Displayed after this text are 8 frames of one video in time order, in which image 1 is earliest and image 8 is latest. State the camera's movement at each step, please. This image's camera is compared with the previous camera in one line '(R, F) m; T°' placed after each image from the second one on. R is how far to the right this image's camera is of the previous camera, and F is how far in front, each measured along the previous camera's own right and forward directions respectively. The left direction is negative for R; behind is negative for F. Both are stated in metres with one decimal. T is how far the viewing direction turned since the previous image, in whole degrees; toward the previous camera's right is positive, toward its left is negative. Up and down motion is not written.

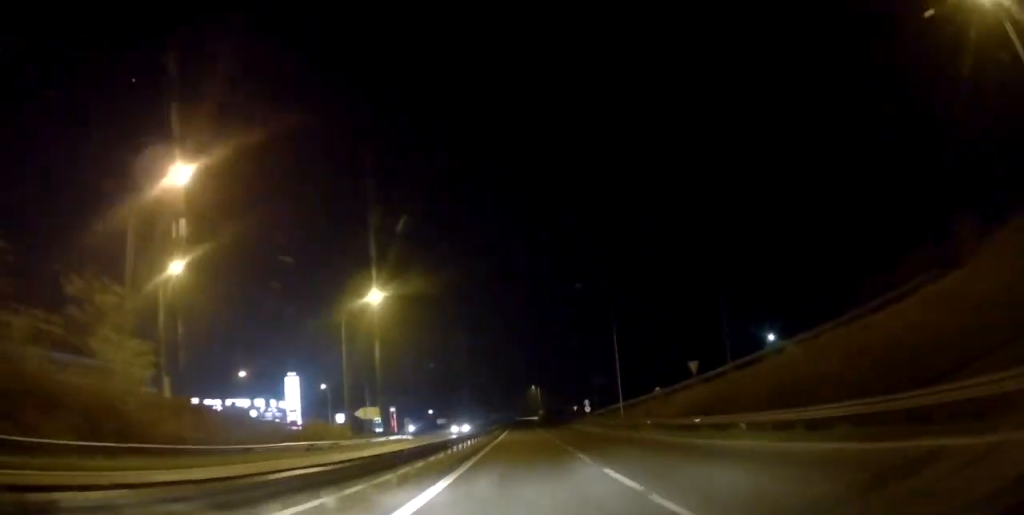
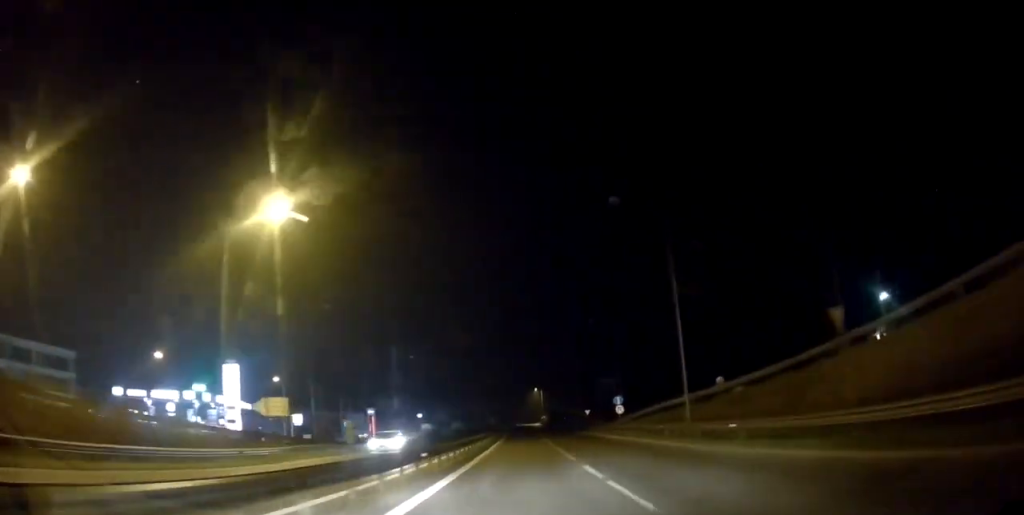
(0.0, +20.3) m; 0°
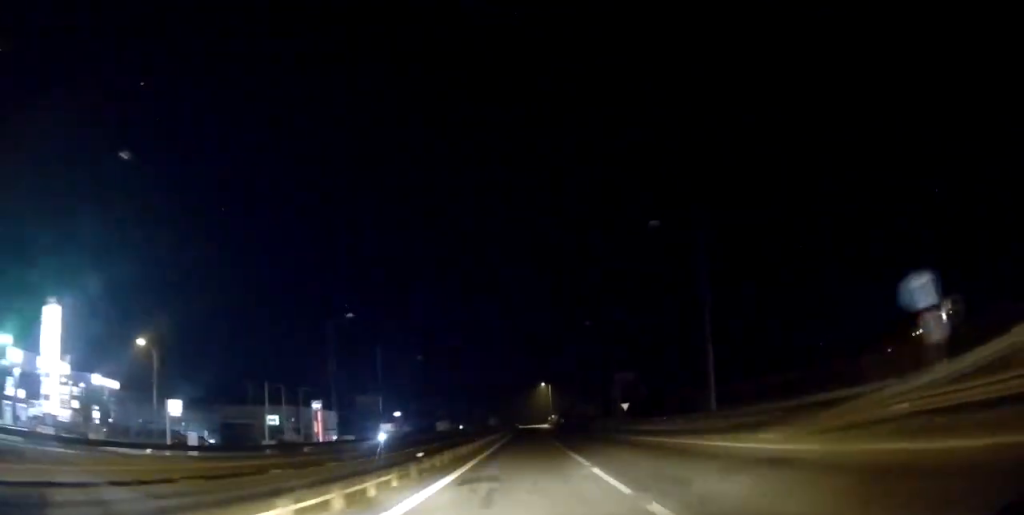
(0.0, +32.4) m; 0°
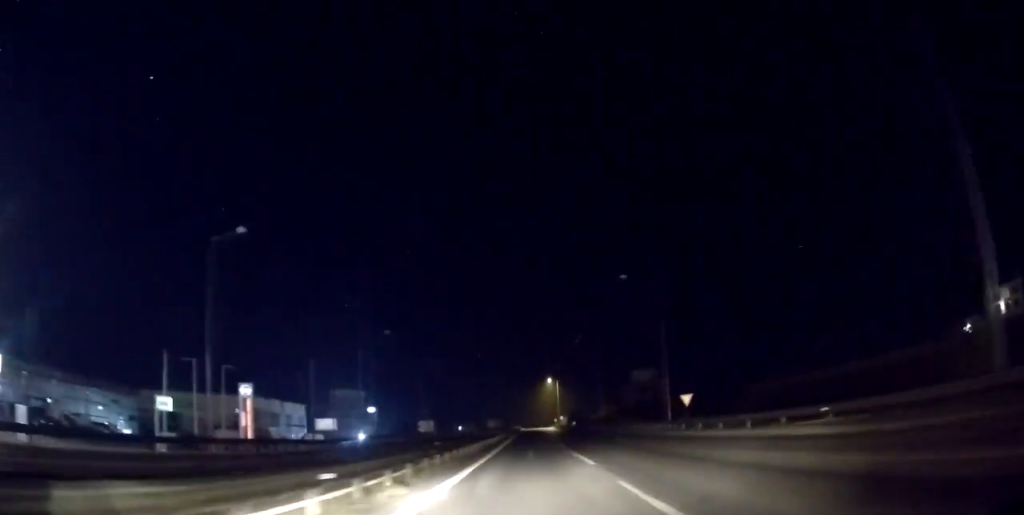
(+0.1, +23.1) m; +1°
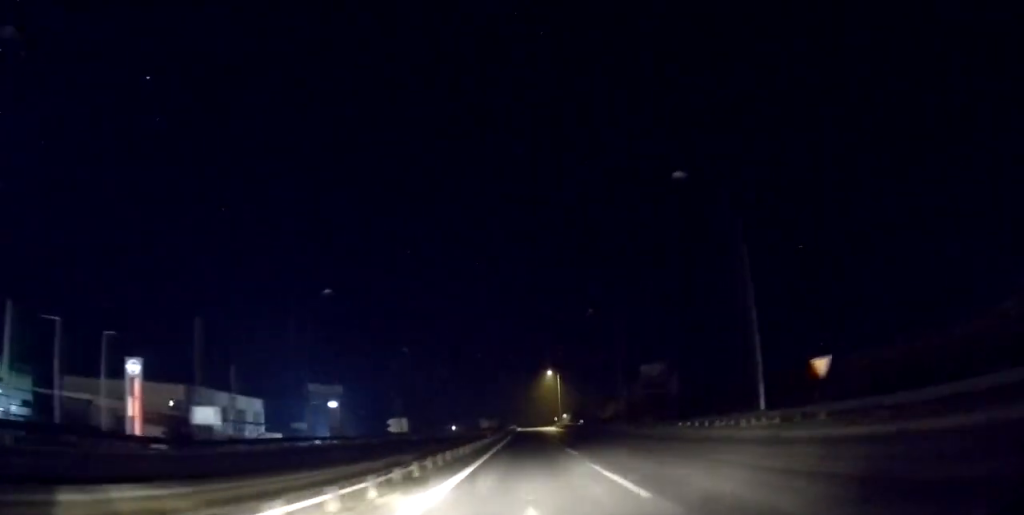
(+0.2, +19.3) m; +1°
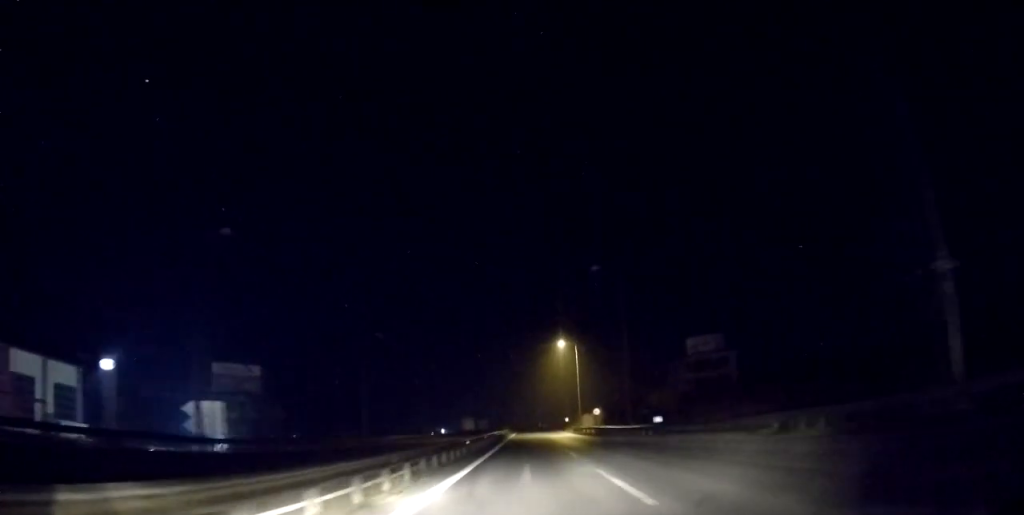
(-0.3, +48.7) m; -1°
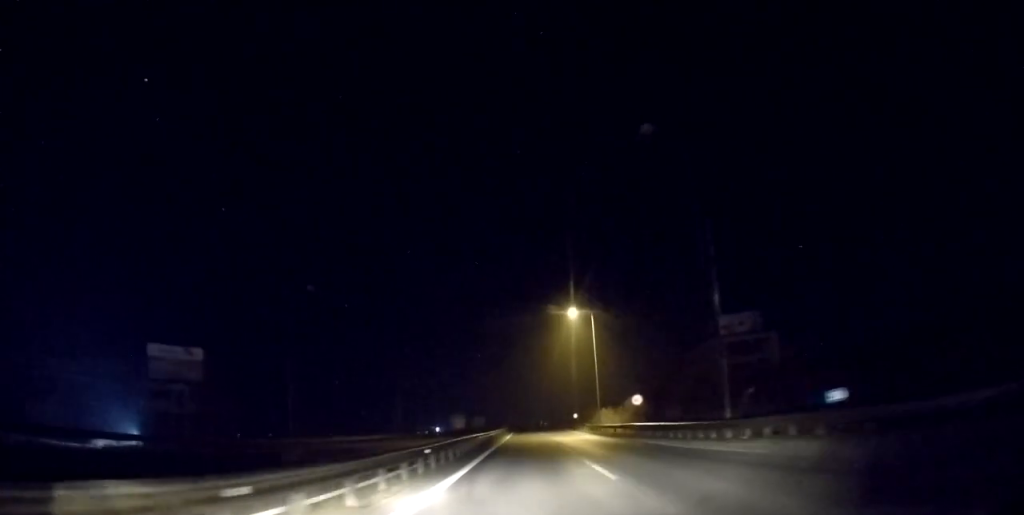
(-0.2, +20.2) m; -1°
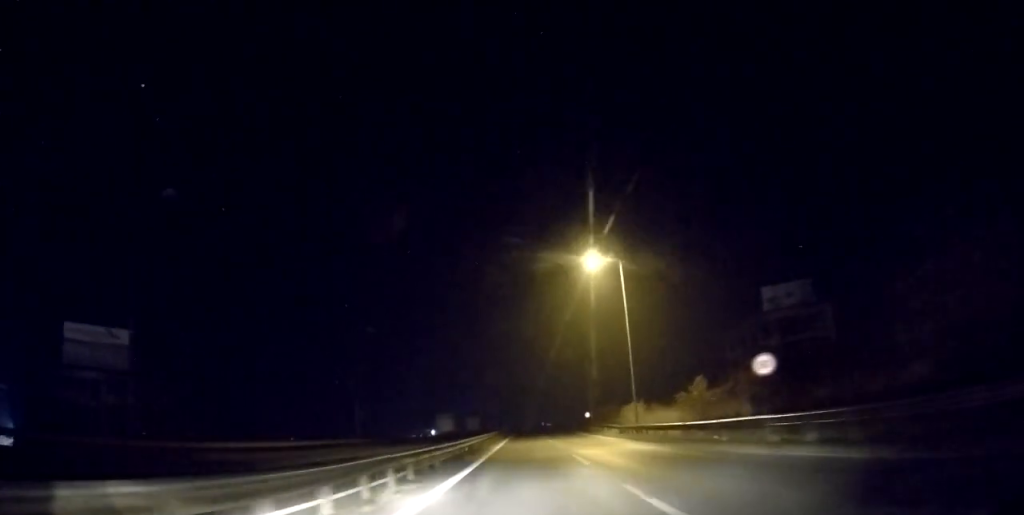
(0.0, +19.0) m; +1°
